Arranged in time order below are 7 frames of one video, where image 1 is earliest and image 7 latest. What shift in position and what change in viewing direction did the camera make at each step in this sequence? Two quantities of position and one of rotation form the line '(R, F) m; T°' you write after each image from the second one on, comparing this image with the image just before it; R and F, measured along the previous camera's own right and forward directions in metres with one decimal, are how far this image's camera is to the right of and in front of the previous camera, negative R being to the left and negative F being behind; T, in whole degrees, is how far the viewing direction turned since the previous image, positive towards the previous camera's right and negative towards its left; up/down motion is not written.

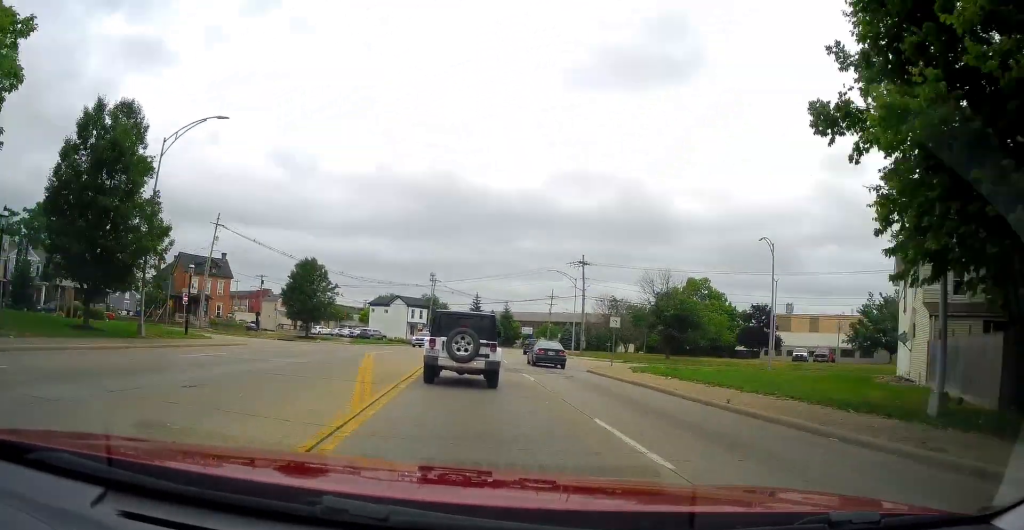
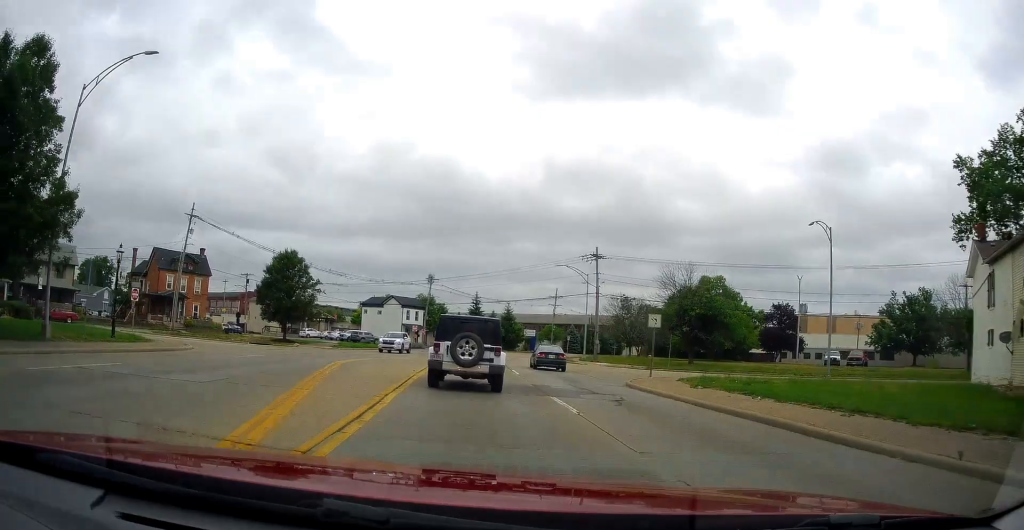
(-0.2, +7.7) m; -1°
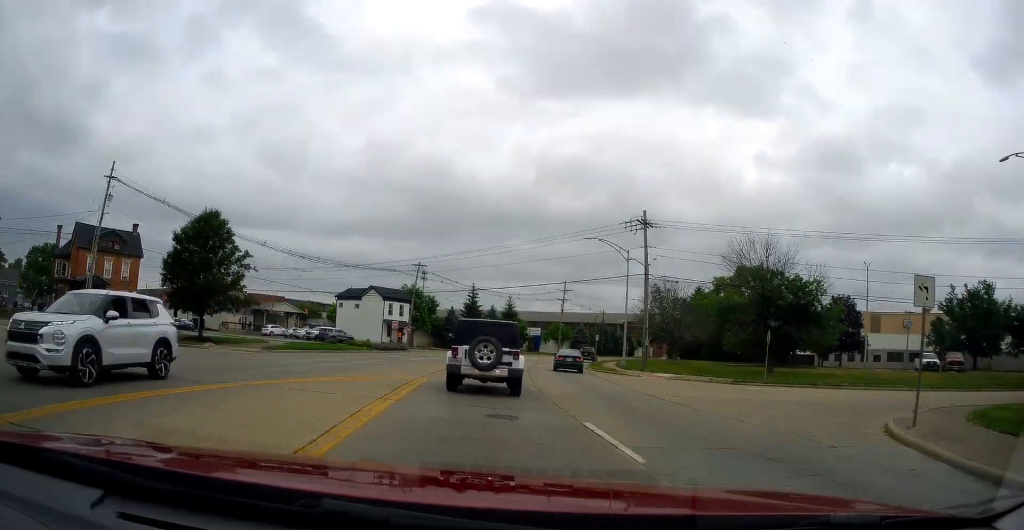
(0.0, +17.6) m; 0°
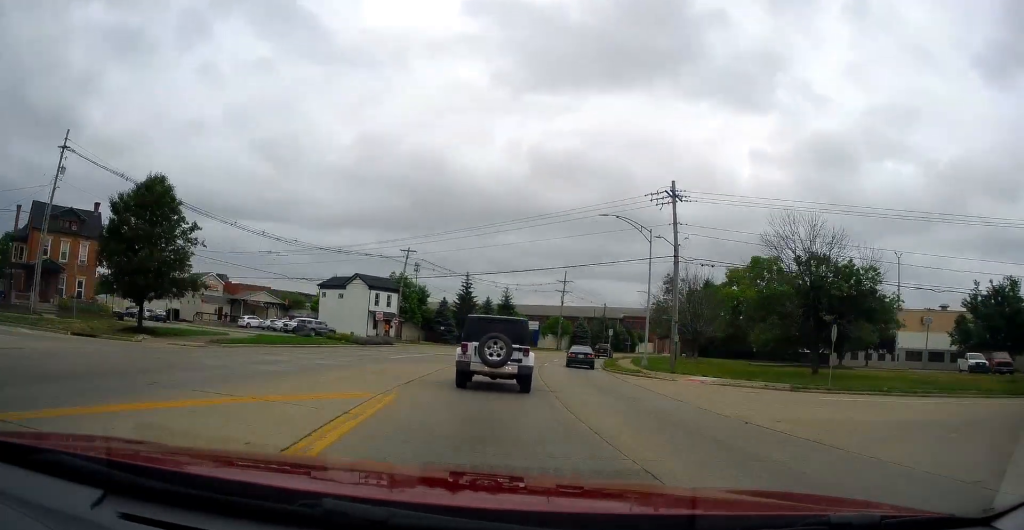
(0.0, +7.5) m; +1°
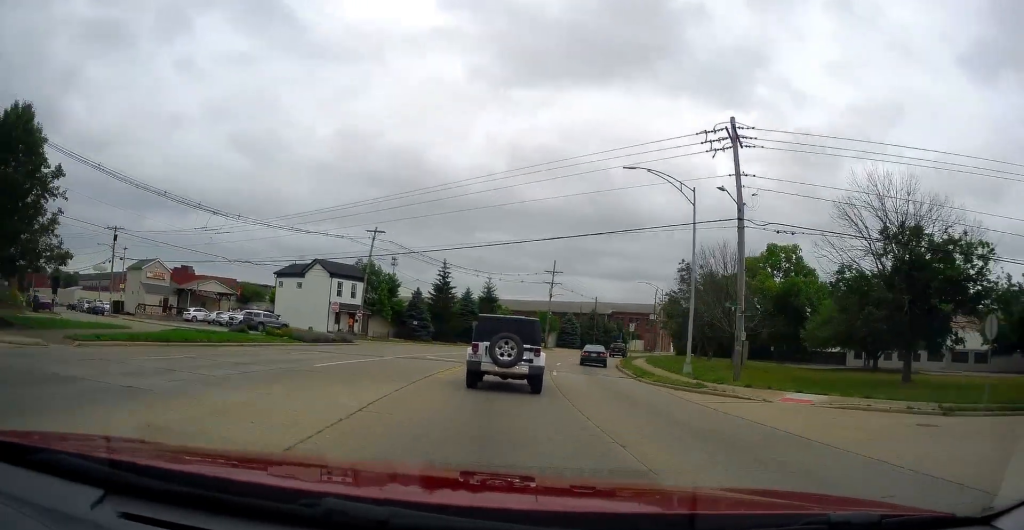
(+0.1, +11.4) m; +3°
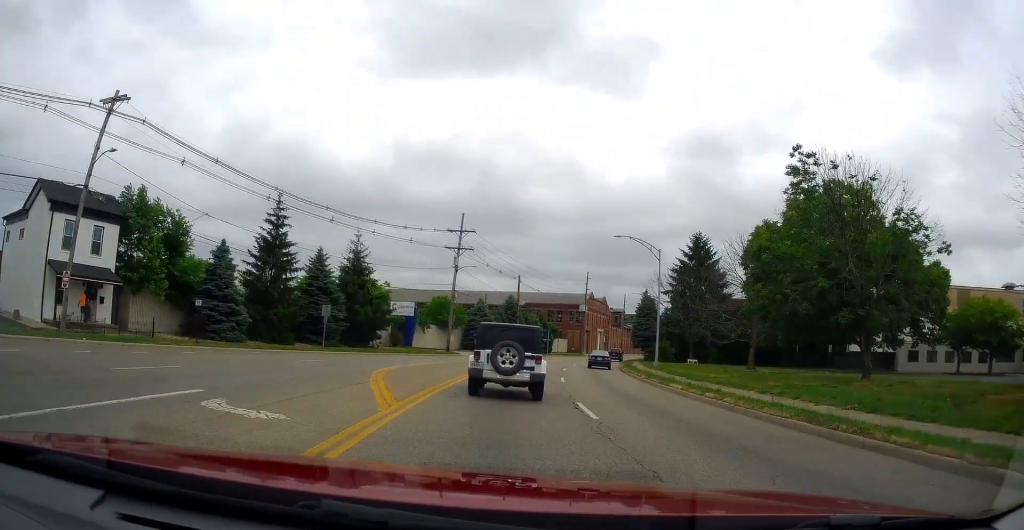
(+2.8, +35.5) m; +8°
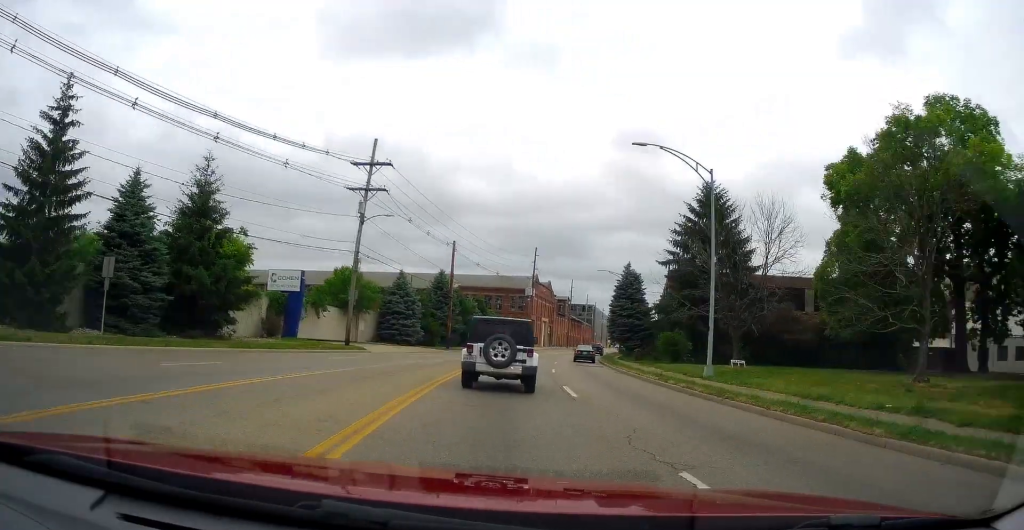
(+1.1, +20.8) m; +8°
